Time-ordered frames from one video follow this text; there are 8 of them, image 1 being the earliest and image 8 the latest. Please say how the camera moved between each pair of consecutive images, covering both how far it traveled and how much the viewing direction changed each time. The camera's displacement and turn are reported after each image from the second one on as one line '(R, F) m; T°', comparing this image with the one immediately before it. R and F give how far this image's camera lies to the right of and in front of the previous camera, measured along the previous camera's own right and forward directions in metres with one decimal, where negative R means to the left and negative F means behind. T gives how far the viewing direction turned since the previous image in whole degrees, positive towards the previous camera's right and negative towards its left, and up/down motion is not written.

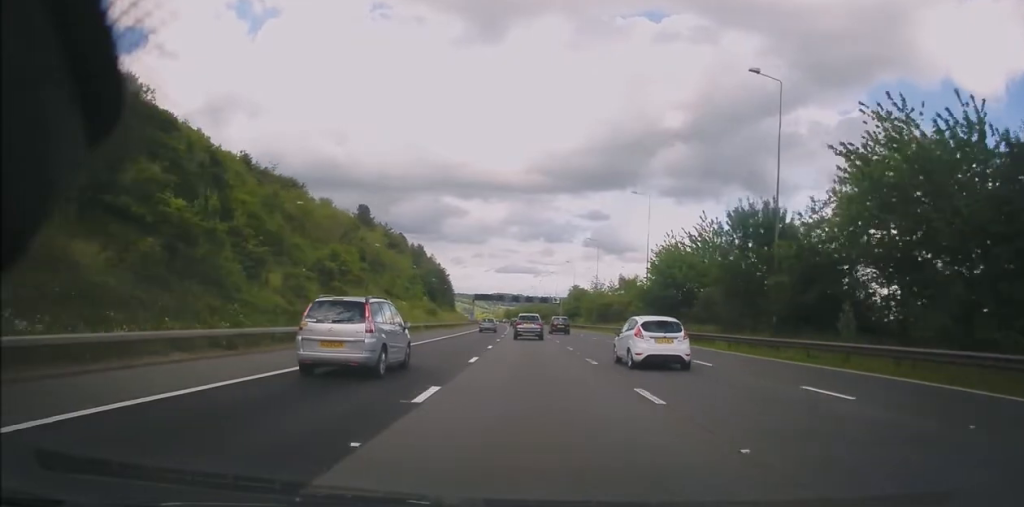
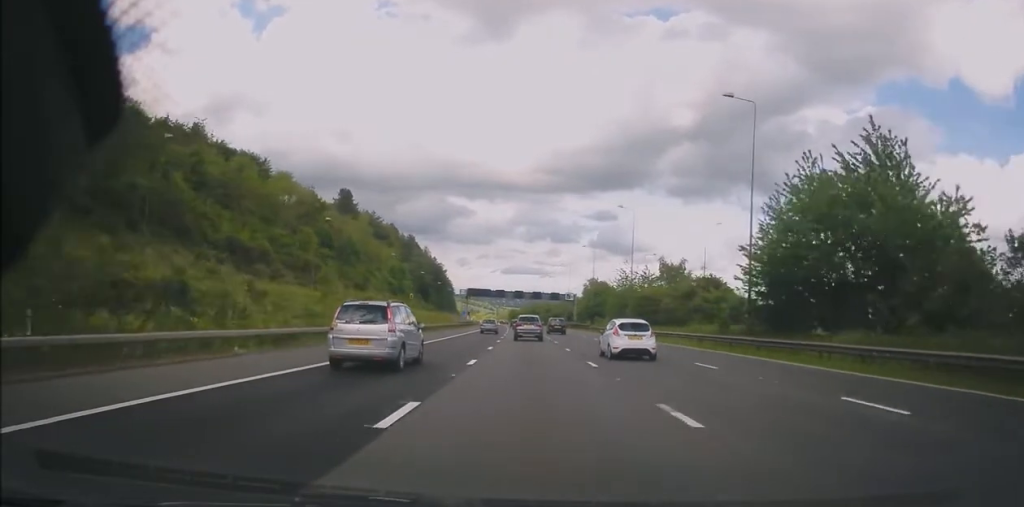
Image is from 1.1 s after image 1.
(+0.2, +29.5) m; 0°
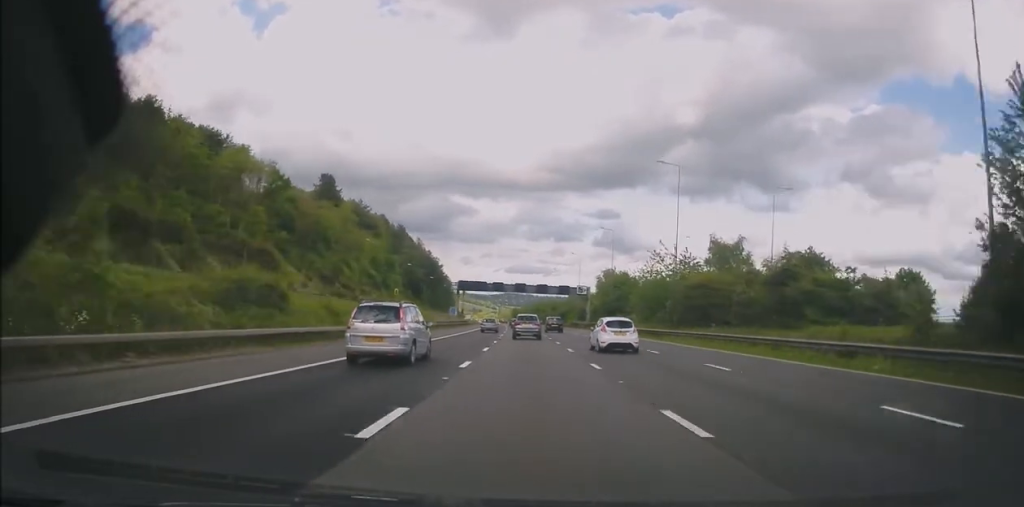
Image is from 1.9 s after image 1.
(-0.2, +20.9) m; -1°
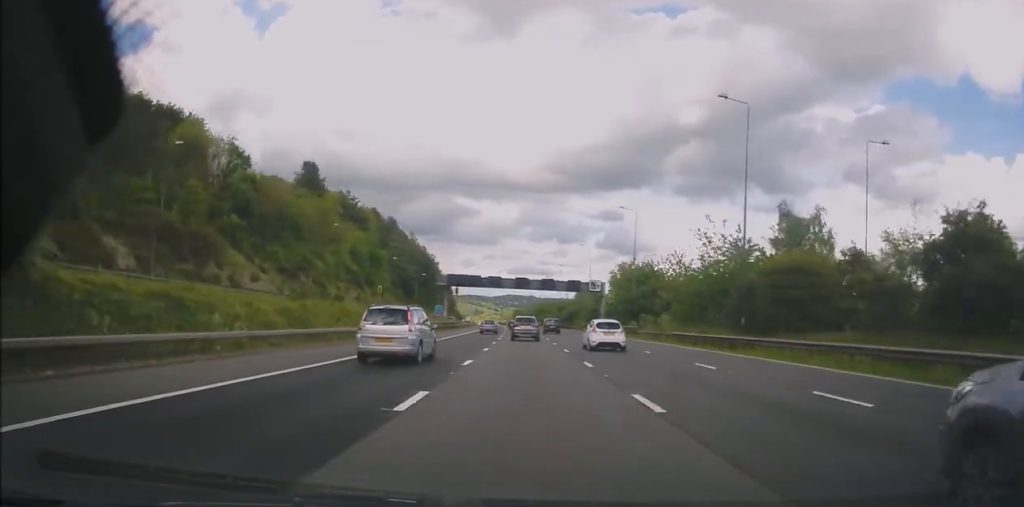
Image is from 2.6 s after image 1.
(+0.1, +16.5) m; 0°
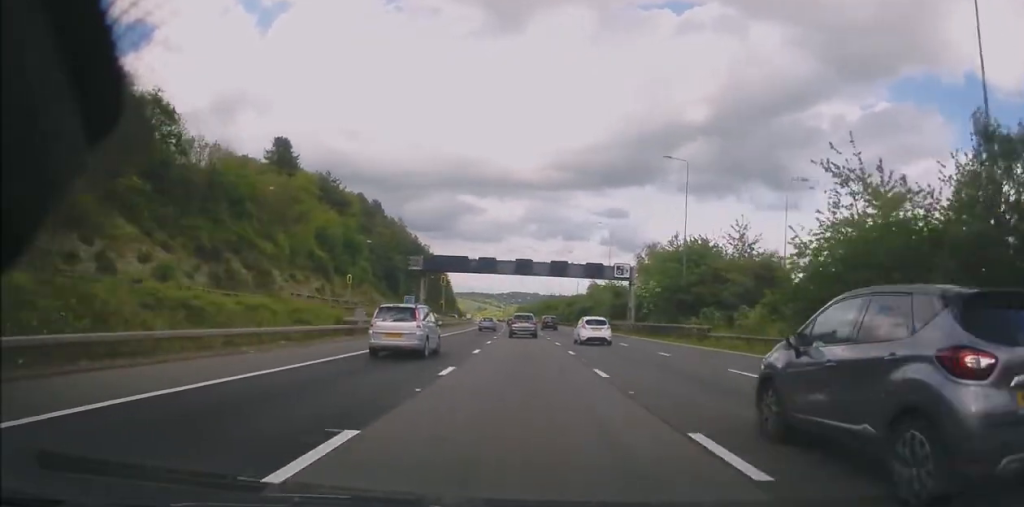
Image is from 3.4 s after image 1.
(-0.2, +21.7) m; 0°
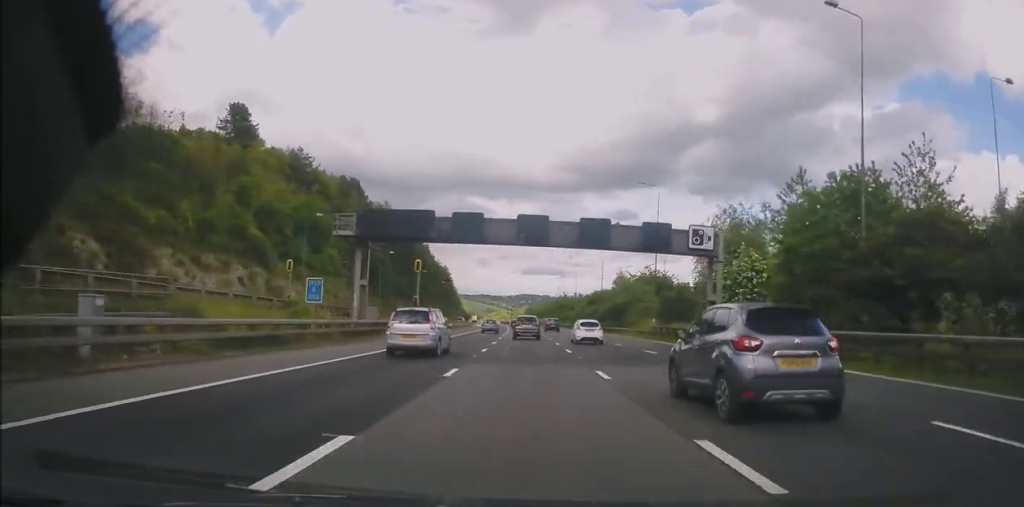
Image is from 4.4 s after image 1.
(0.0, +26.9) m; 0°
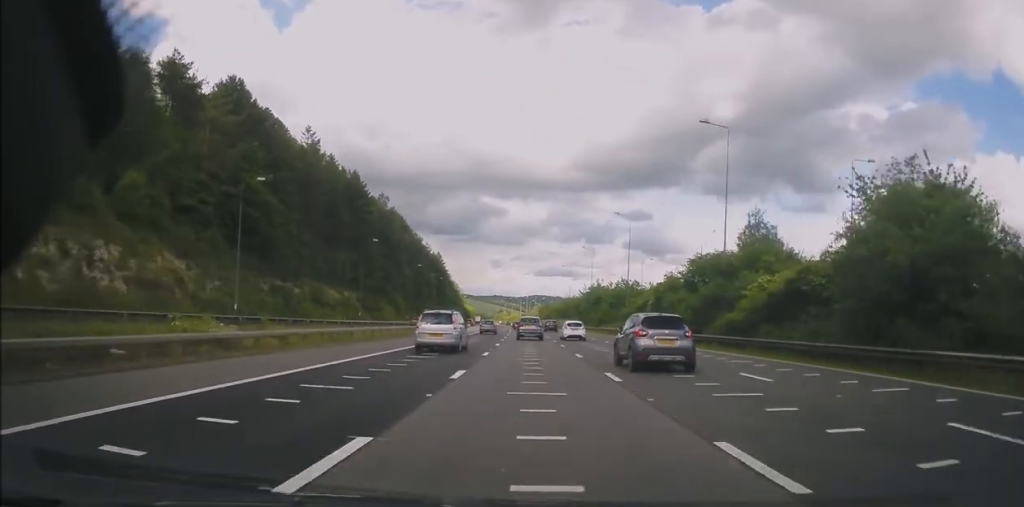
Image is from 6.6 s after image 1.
(-1.1, +56.0) m; -2°
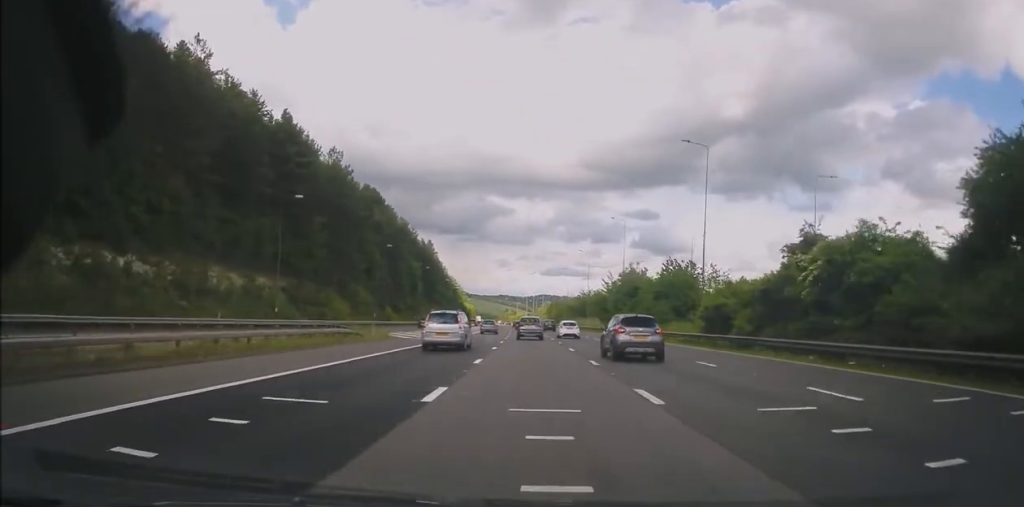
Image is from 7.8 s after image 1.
(0.0, +30.8) m; -1°
